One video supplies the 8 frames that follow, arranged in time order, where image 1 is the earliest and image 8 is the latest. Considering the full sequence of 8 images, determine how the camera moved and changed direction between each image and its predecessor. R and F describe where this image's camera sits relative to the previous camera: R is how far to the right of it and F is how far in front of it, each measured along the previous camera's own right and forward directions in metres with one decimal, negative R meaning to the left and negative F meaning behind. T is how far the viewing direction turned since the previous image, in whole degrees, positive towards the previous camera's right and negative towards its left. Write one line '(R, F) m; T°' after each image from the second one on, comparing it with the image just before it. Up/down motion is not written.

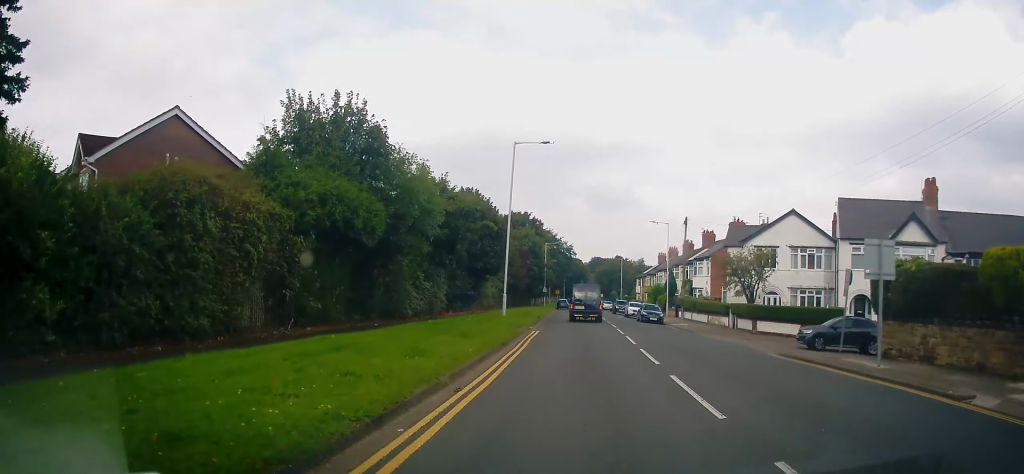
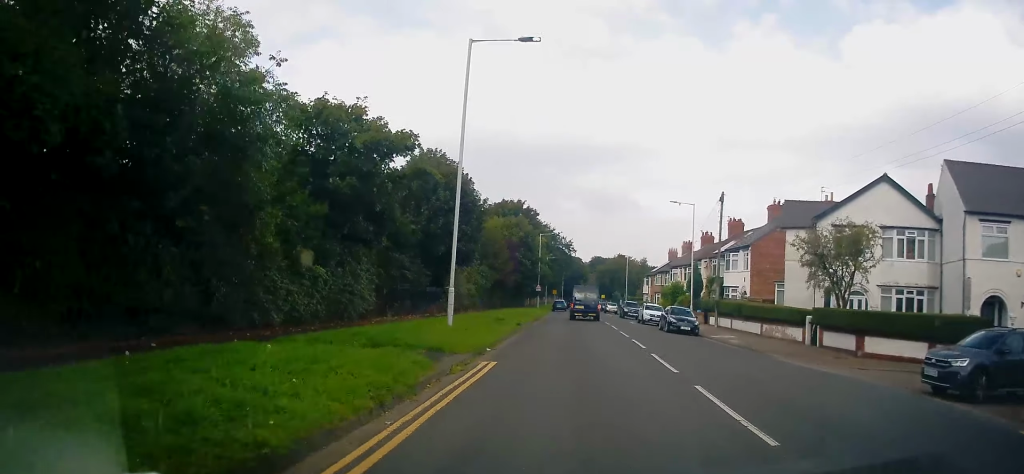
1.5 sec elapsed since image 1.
(+0.3, +13.6) m; +1°
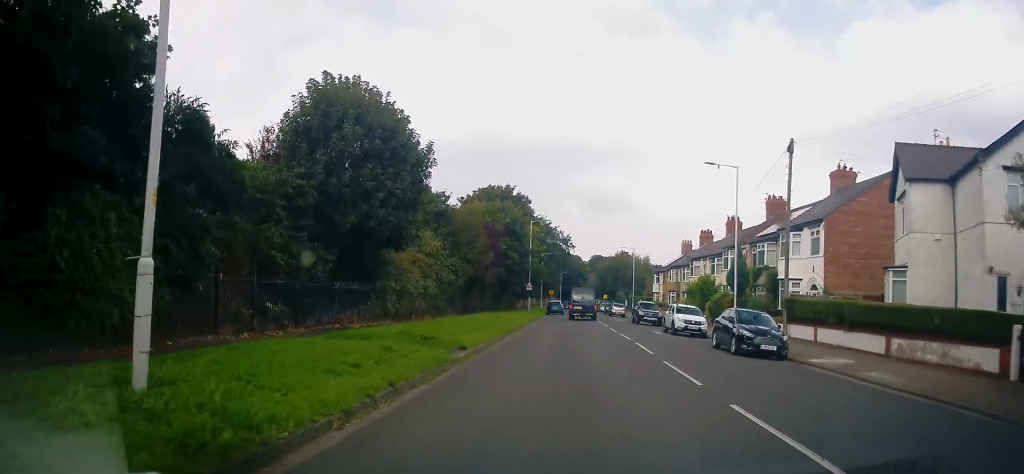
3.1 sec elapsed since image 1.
(-0.4, +13.9) m; -1°
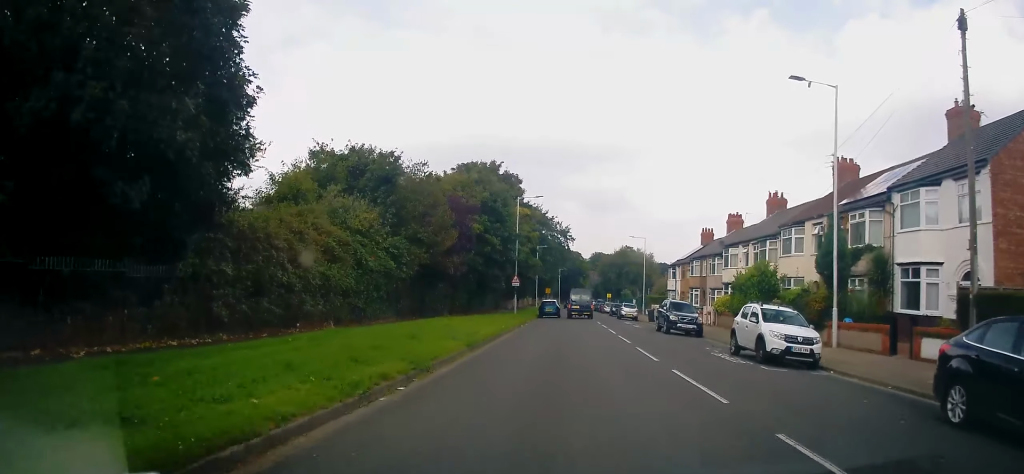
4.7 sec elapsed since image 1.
(+0.3, +14.3) m; +1°
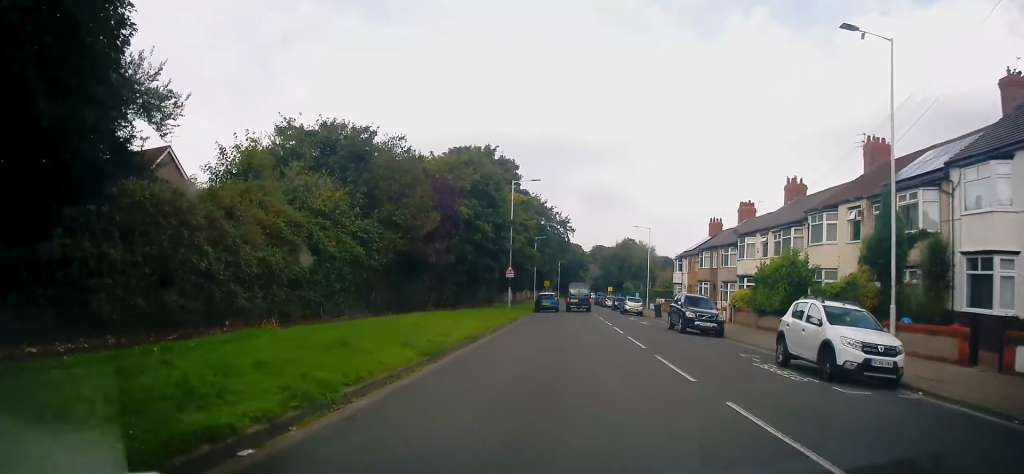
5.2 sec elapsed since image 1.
(-0.1, +4.4) m; 0°
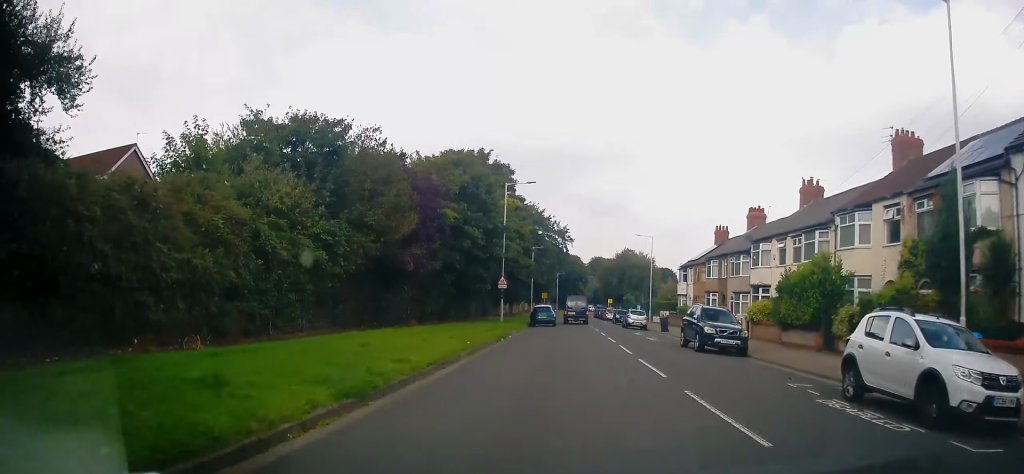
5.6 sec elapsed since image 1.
(0.0, +3.8) m; 0°
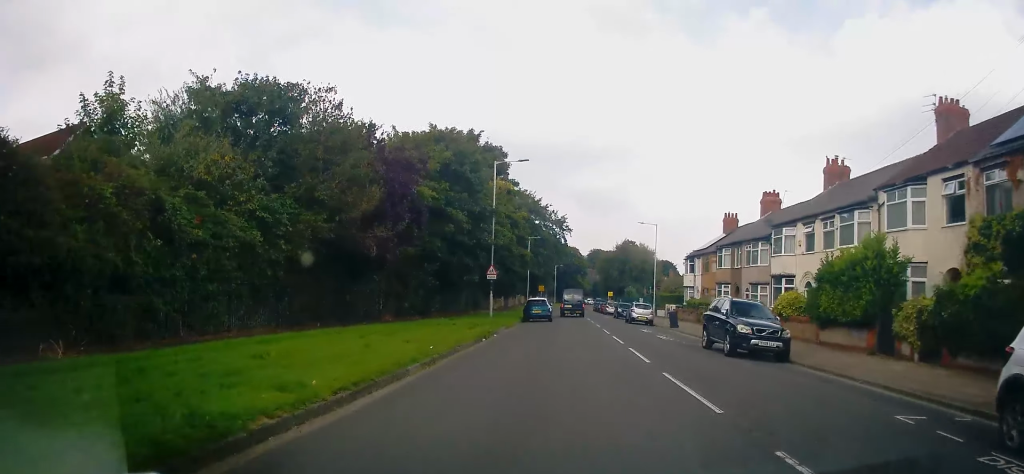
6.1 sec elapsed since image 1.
(+0.1, +4.6) m; 0°
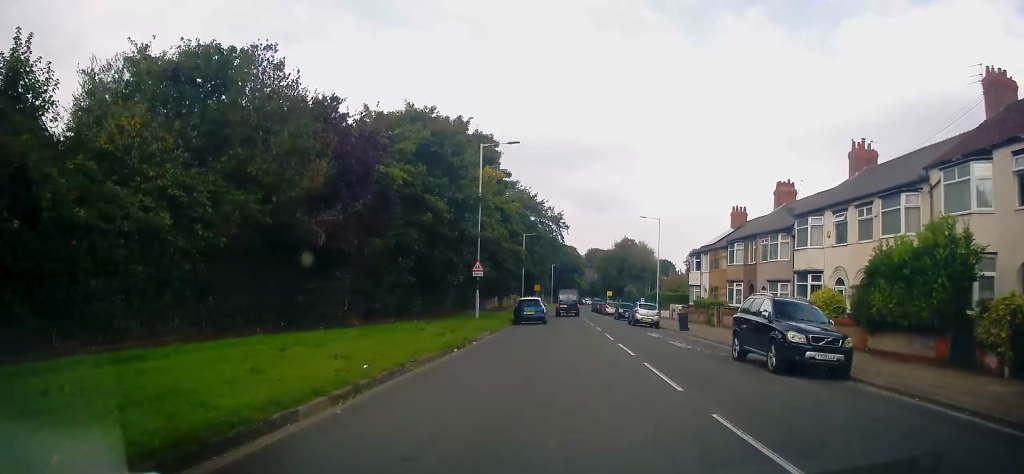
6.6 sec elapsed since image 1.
(0.0, +4.3) m; 0°
